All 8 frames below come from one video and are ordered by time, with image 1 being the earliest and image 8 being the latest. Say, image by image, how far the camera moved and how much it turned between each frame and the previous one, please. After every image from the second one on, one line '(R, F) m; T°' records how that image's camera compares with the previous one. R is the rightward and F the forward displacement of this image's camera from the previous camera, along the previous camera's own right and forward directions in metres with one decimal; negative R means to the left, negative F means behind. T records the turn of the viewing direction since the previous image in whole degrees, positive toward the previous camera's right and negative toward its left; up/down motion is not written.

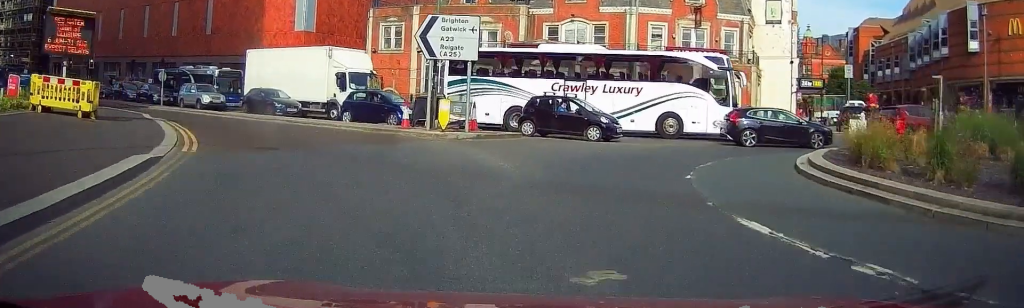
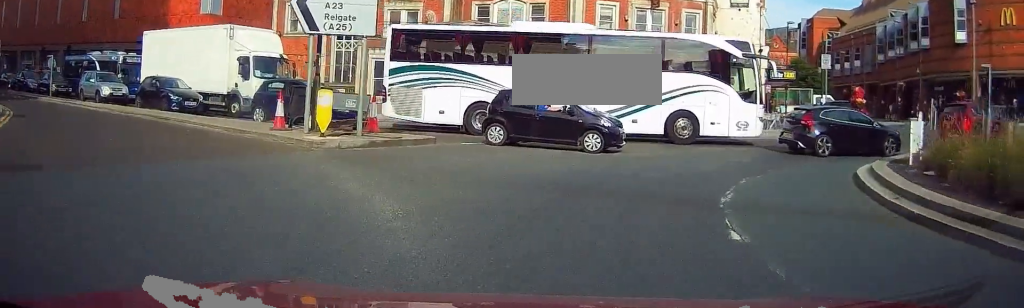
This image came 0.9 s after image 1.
(+0.1, +5.5) m; +5°
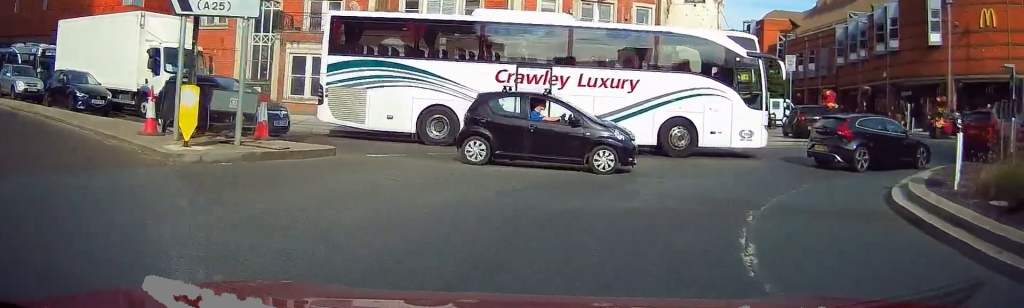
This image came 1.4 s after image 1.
(0.0, +2.9) m; +5°
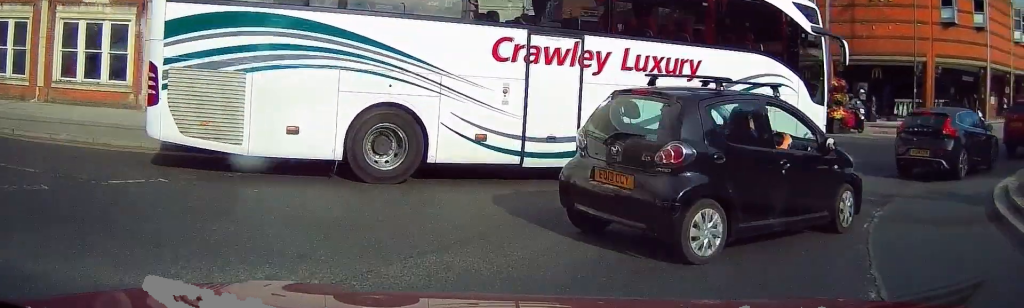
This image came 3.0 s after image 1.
(+1.1, +8.0) m; +14°
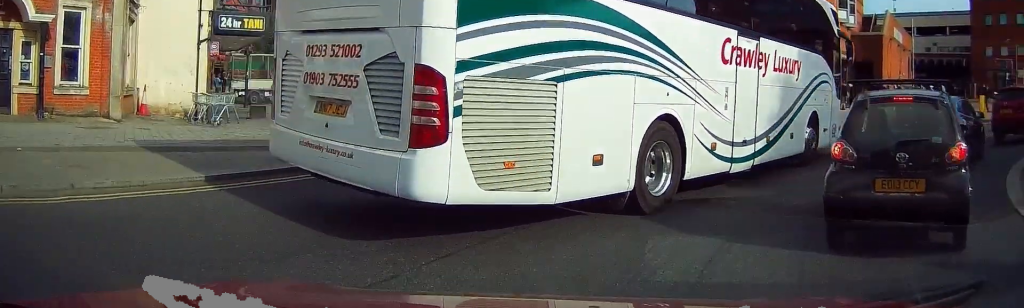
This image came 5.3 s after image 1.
(+1.3, +6.5) m; +19°
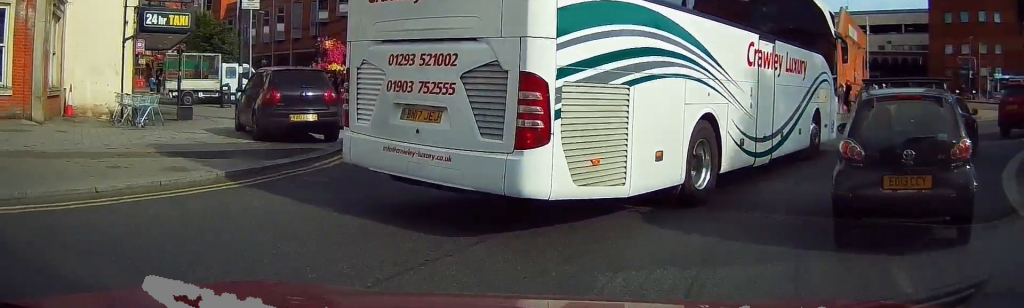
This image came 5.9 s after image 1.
(0.0, +1.3) m; +6°
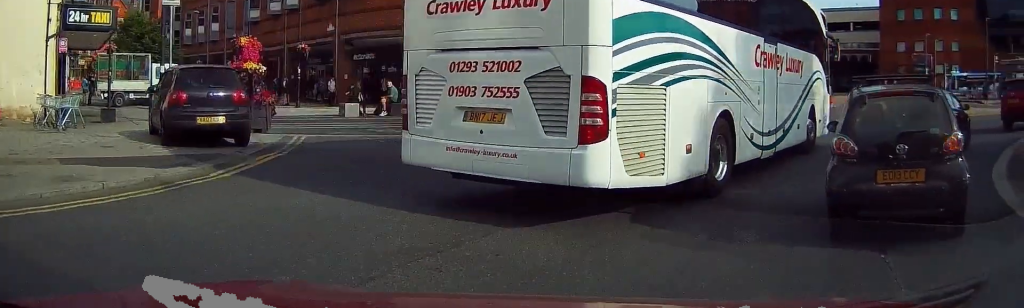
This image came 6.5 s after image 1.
(-0.2, +1.3) m; +8°
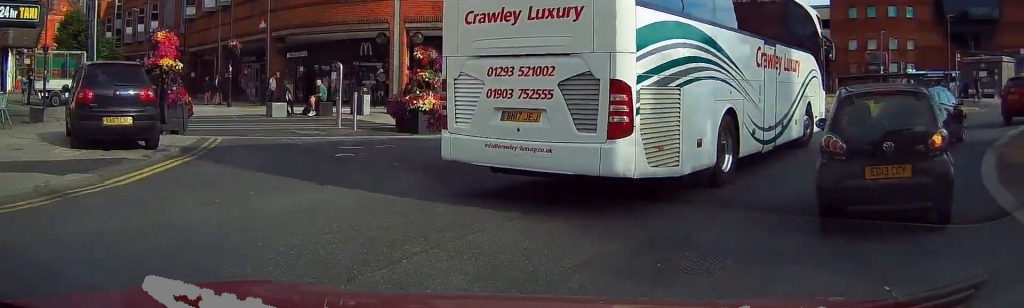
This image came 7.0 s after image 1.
(+0.3, +1.3) m; +9°
